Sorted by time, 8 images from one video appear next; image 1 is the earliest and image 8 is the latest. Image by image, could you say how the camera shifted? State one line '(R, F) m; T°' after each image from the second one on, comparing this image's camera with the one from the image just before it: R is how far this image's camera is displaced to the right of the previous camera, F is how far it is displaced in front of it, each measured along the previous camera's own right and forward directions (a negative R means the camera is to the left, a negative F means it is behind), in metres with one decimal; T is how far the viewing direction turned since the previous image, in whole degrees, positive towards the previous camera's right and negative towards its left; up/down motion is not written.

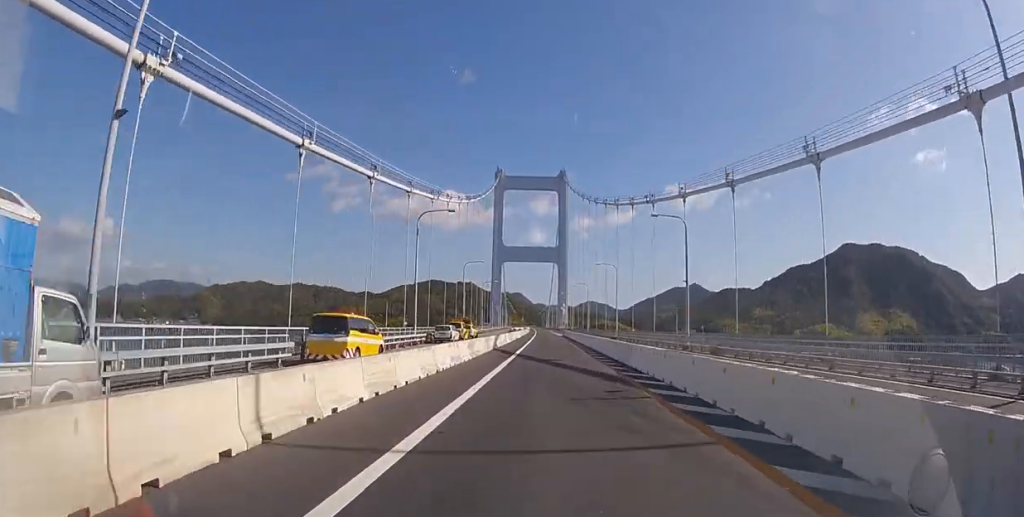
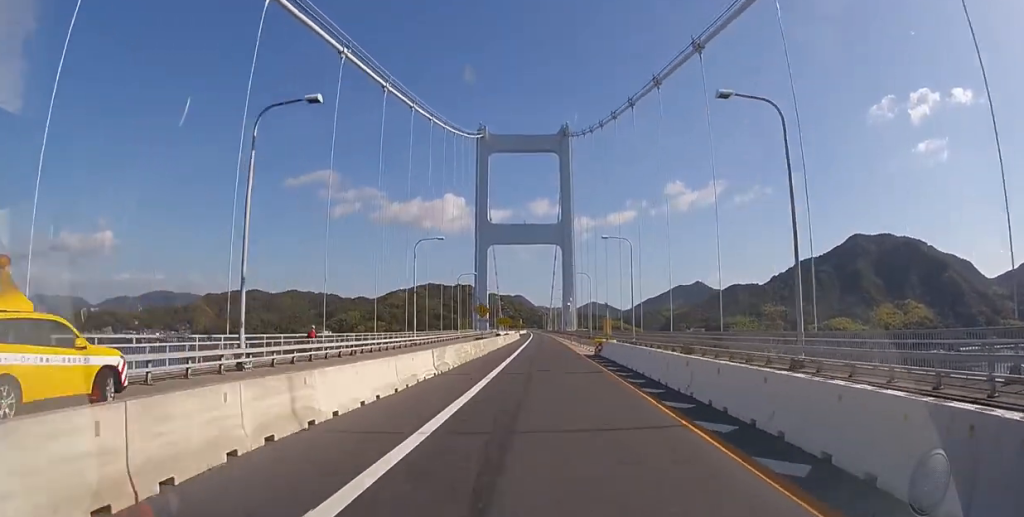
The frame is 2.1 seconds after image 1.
(+0.2, +49.5) m; 0°
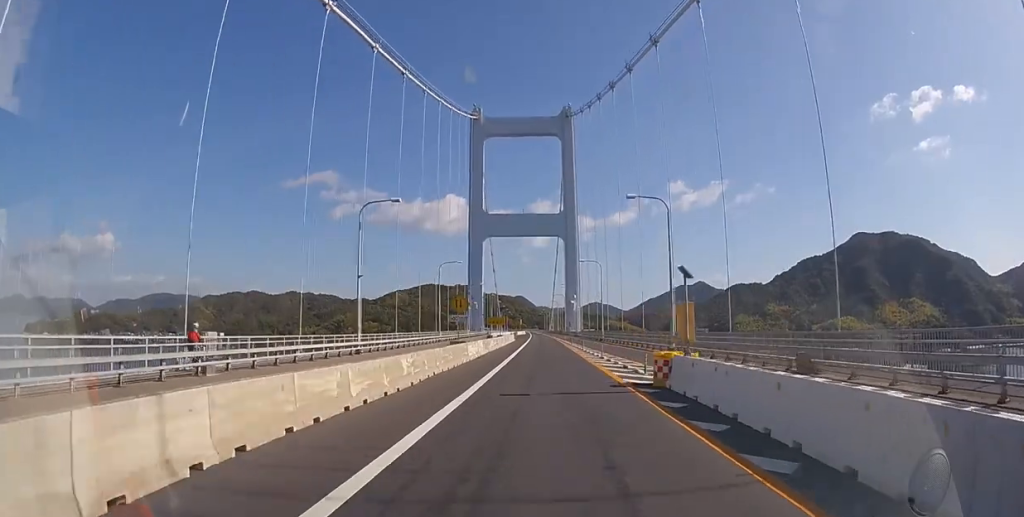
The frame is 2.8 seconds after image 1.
(0.0, +14.7) m; 0°
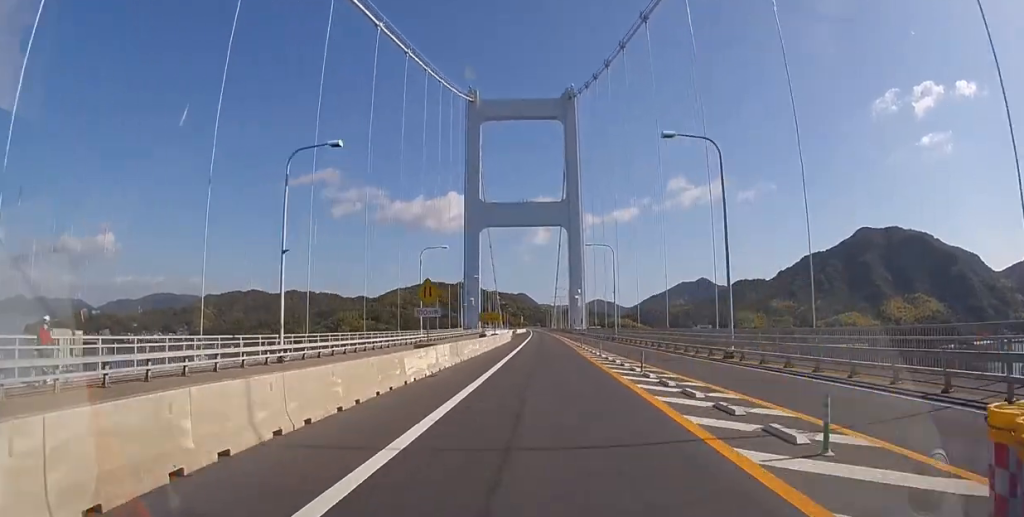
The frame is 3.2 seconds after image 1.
(0.0, +10.1) m; 0°
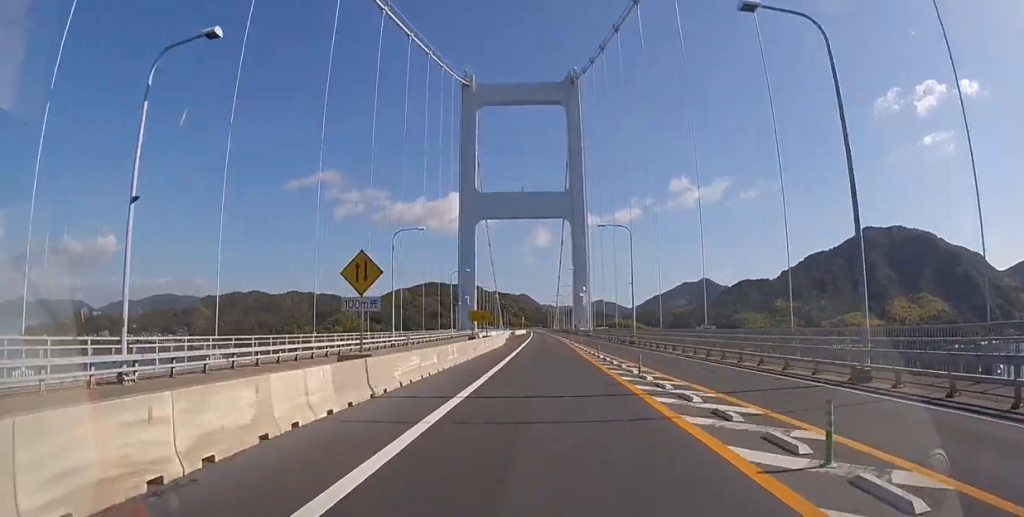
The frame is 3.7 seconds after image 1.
(0.0, +10.8) m; 0°
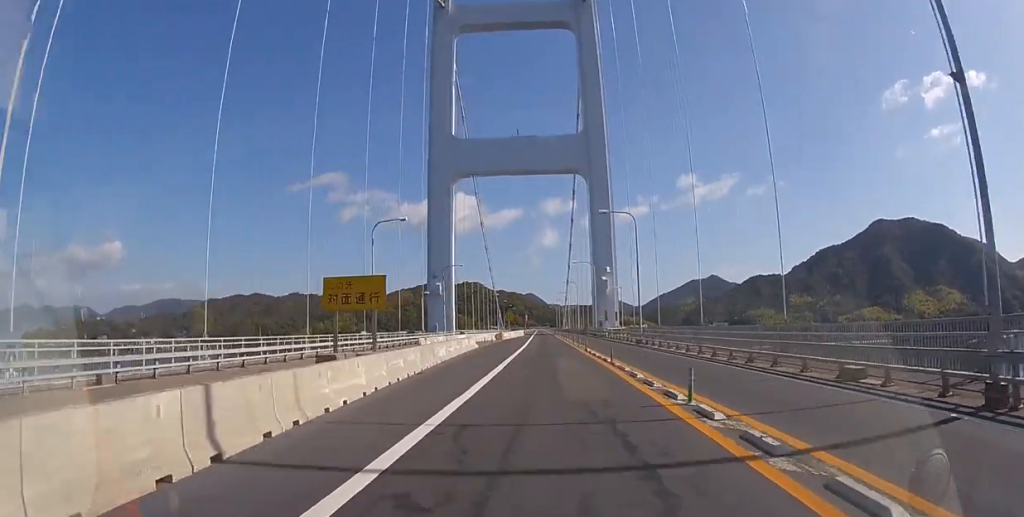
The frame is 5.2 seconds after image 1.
(-0.4, +35.6) m; -1°
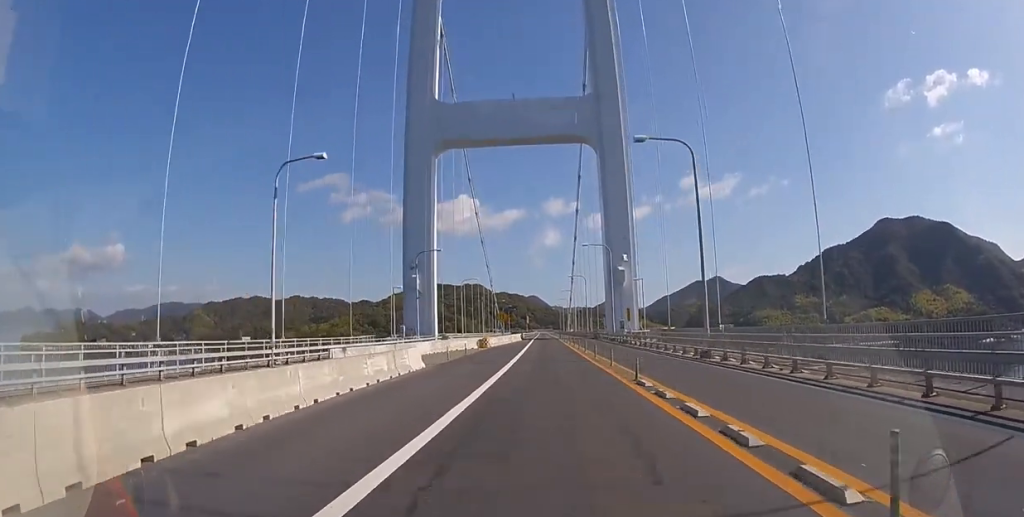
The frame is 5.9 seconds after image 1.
(-0.1, +15.5) m; 0°
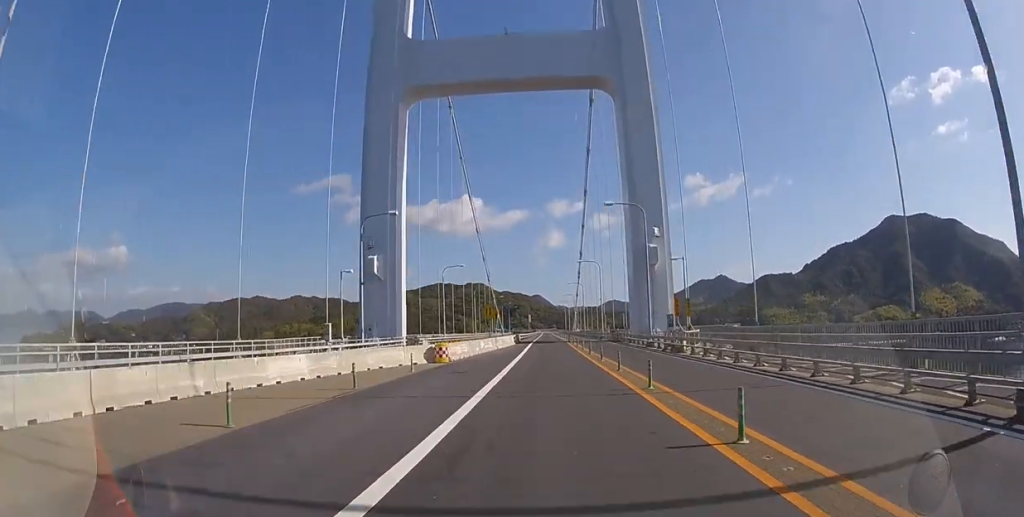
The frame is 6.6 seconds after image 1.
(-0.1, +17.8) m; 0°
